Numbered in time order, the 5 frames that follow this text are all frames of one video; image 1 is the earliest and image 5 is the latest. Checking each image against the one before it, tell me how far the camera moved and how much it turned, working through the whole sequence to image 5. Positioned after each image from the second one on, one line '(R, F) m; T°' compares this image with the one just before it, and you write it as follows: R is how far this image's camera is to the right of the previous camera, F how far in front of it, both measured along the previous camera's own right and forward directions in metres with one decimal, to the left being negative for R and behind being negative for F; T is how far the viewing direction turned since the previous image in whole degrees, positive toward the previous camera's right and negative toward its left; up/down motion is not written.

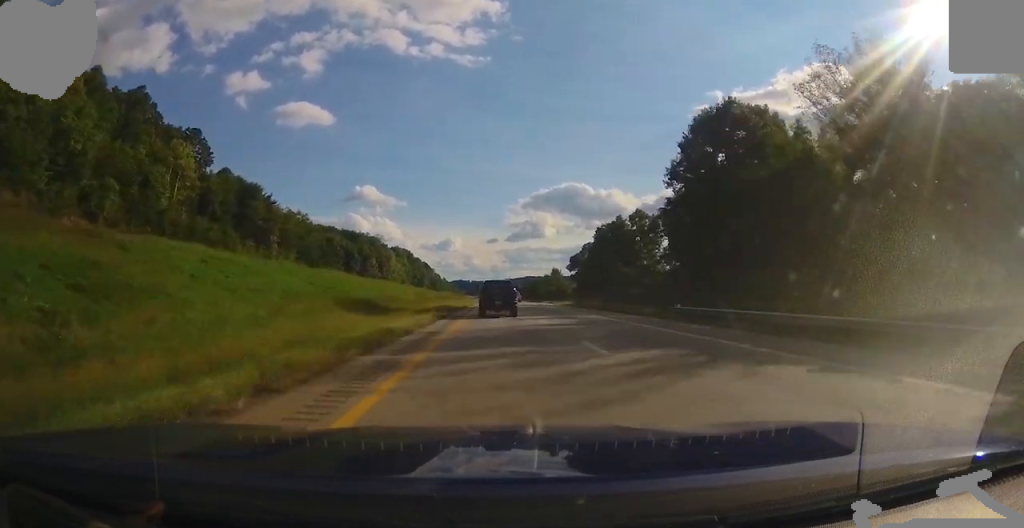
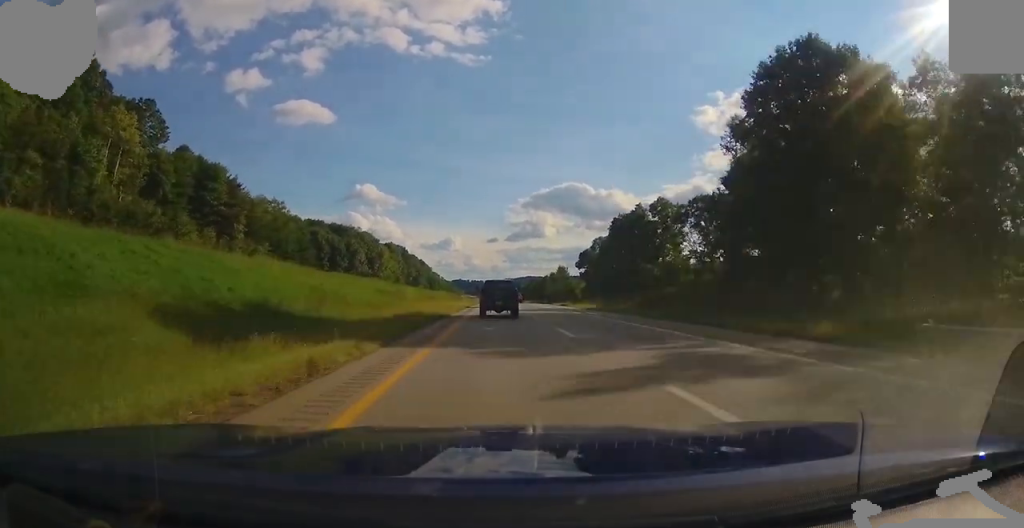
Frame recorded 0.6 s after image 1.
(+0.1, +19.5) m; 0°
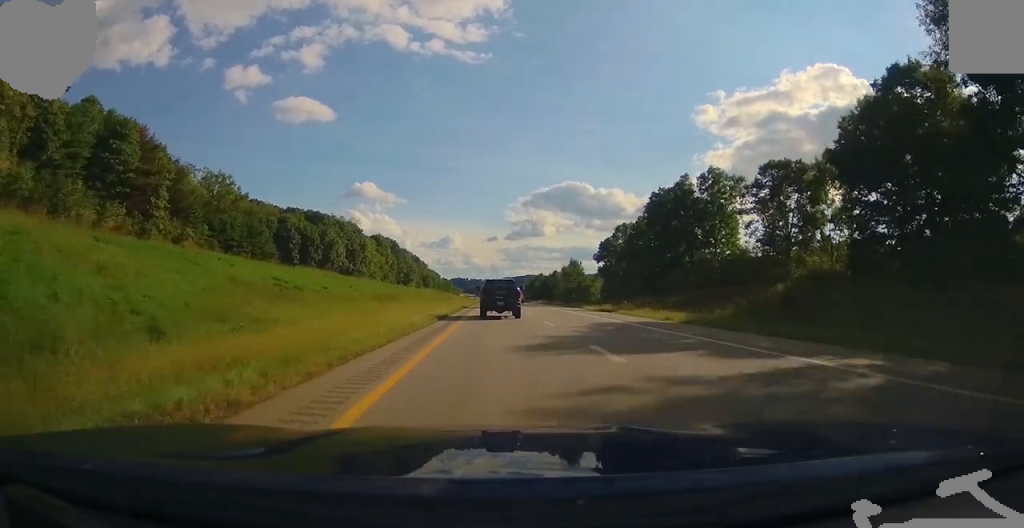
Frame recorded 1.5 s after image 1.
(0.0, +30.9) m; 0°
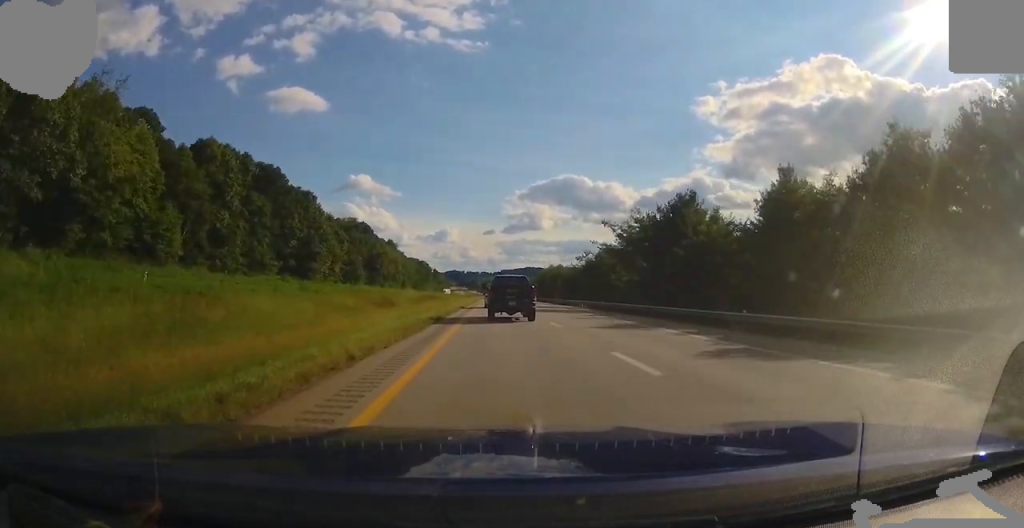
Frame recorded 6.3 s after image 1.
(-0.7, +161.4) m; 0°
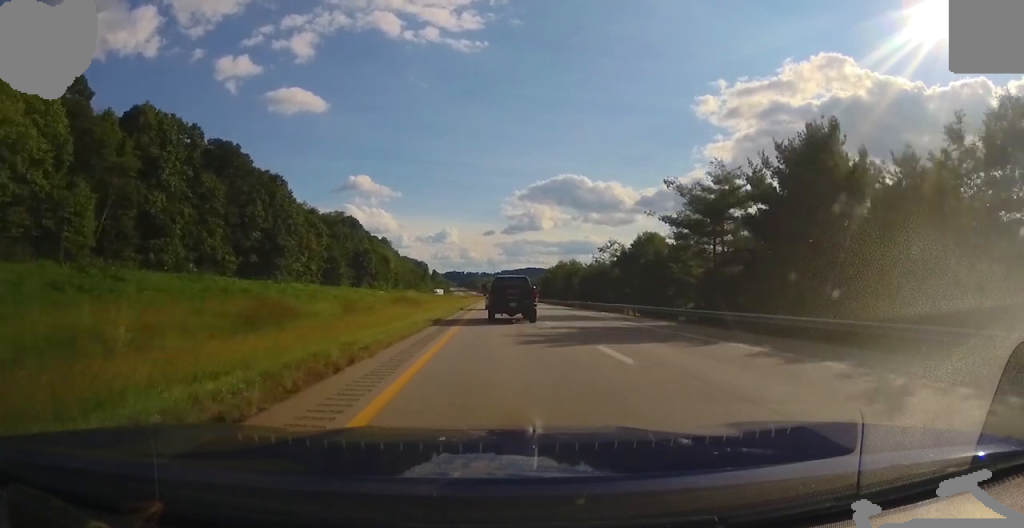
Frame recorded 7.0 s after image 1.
(+0.2, +22.8) m; 0°
